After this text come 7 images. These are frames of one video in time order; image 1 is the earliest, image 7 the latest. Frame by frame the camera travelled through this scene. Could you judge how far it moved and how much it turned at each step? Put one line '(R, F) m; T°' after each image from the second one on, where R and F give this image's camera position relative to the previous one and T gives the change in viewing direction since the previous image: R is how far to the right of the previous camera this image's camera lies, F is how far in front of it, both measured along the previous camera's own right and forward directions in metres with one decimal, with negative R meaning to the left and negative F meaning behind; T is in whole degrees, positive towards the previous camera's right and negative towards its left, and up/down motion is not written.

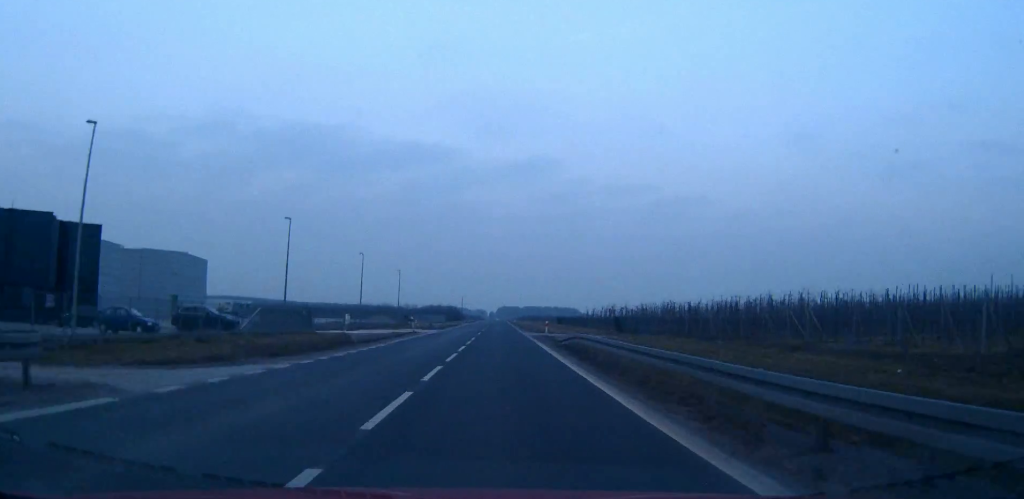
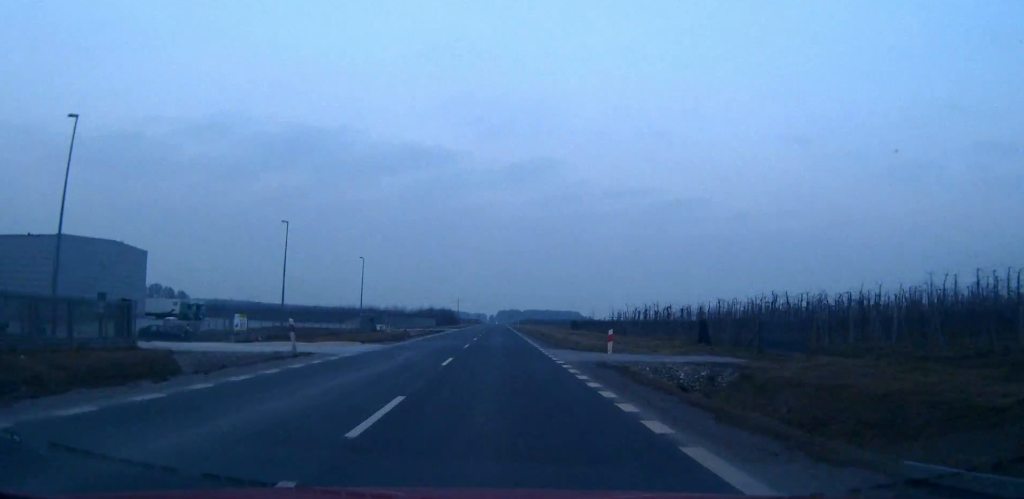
(+0.4, +30.1) m; +1°
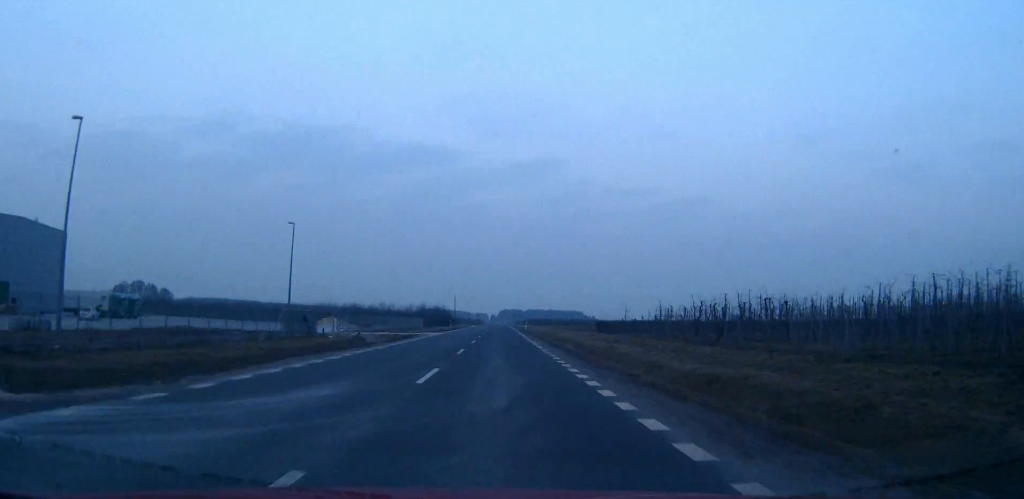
(+0.1, +29.4) m; 0°
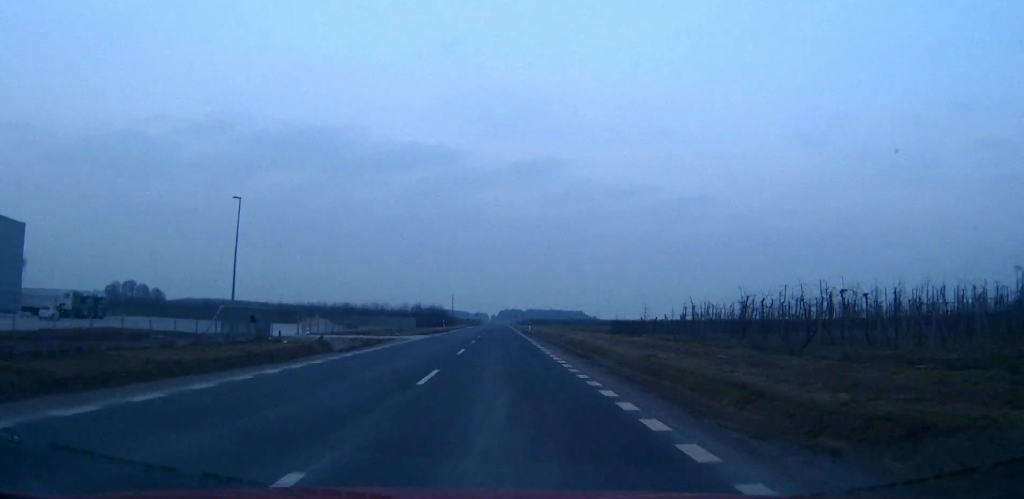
(0.0, +11.8) m; 0°
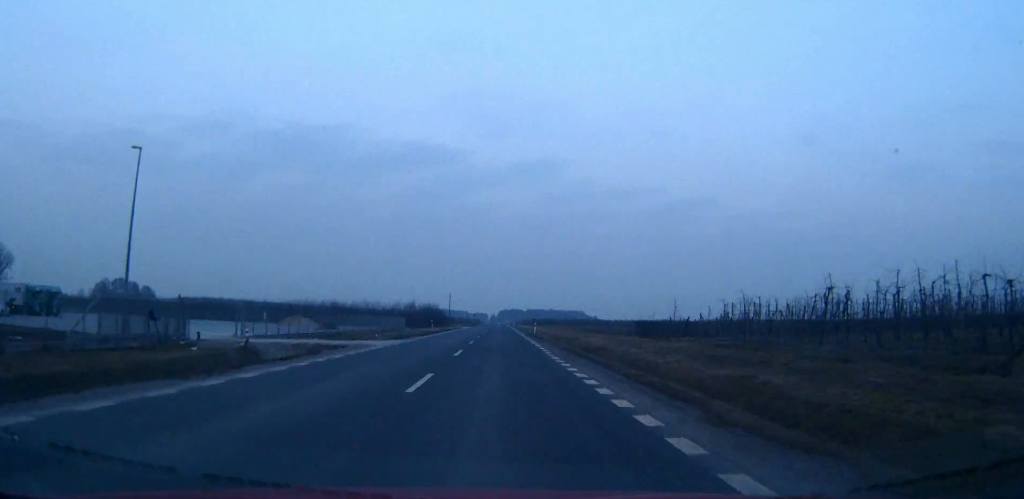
(0.0, +13.4) m; 0°
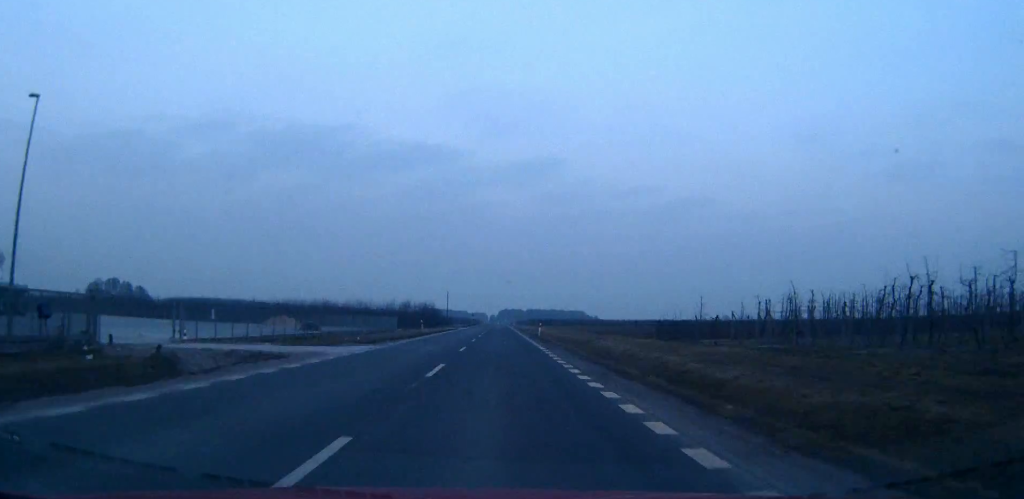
(0.0, +8.6) m; 0°
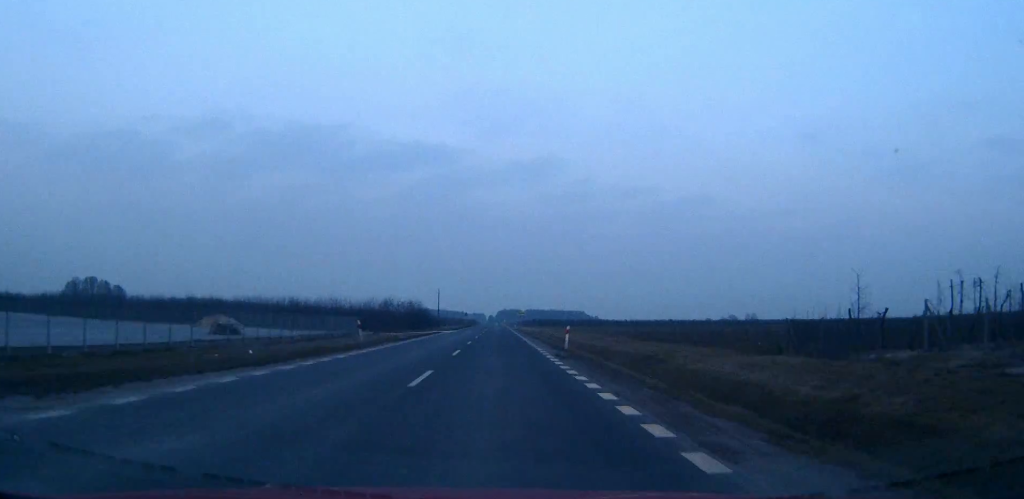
(0.0, +25.8) m; 0°
